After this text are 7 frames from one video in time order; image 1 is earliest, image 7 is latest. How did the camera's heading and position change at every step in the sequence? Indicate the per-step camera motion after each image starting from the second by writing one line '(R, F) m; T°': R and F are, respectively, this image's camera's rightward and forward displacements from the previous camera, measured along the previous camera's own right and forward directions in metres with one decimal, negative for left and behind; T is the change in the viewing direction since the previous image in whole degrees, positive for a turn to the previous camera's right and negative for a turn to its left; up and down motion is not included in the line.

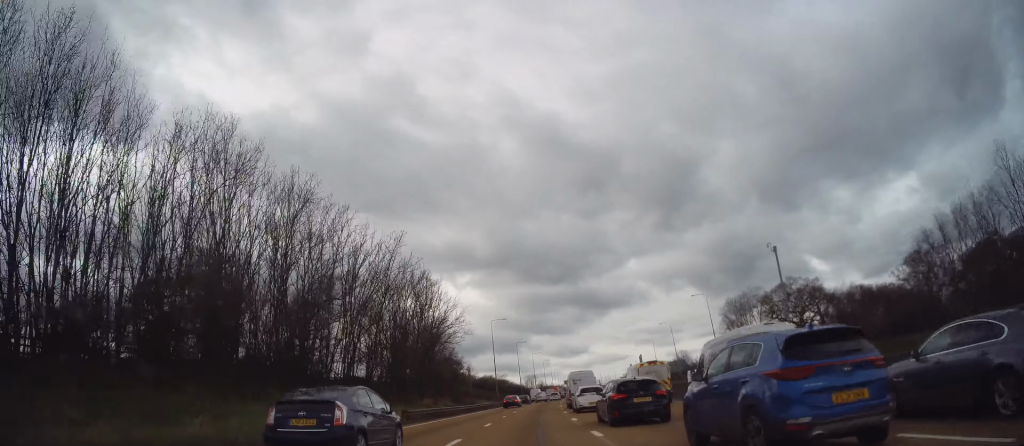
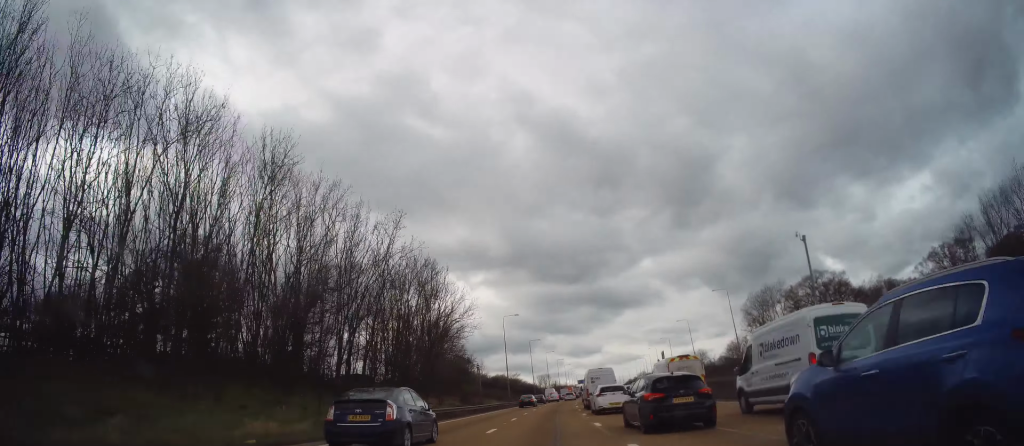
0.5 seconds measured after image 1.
(+0.2, +4.2) m; 0°
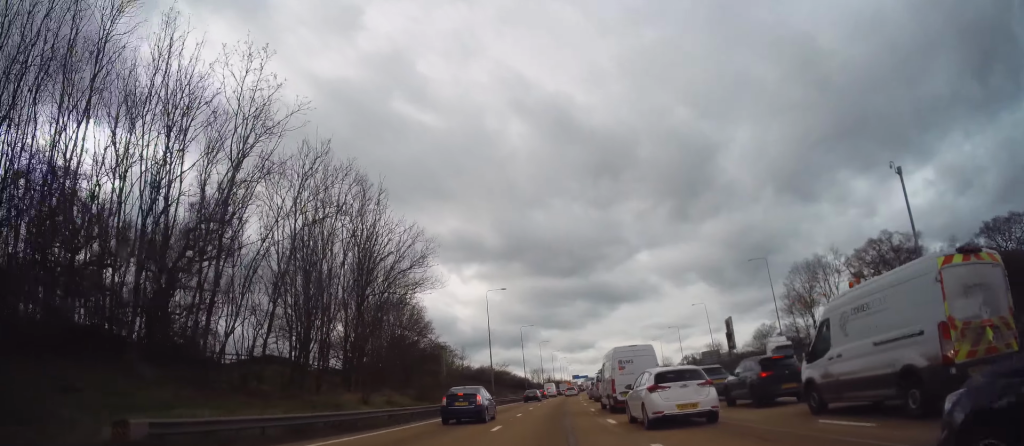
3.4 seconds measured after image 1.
(-0.7, +17.6) m; 0°
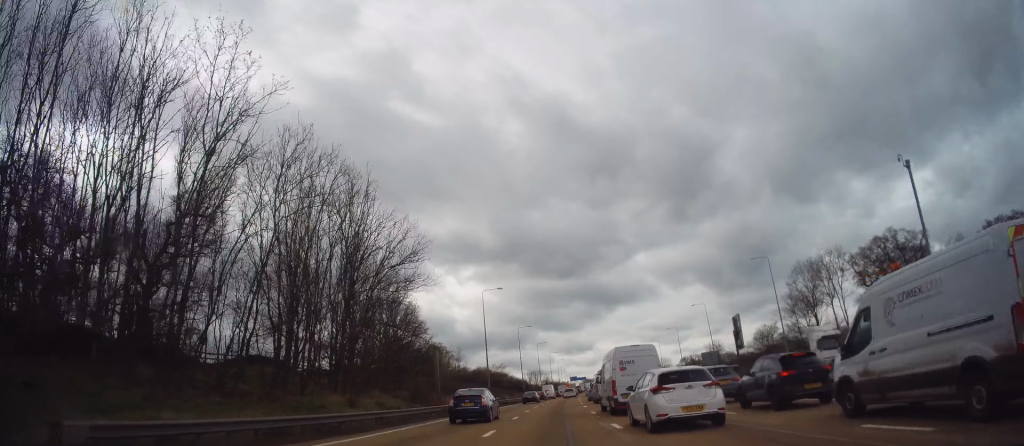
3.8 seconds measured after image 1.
(+0.2, +1.6) m; +2°
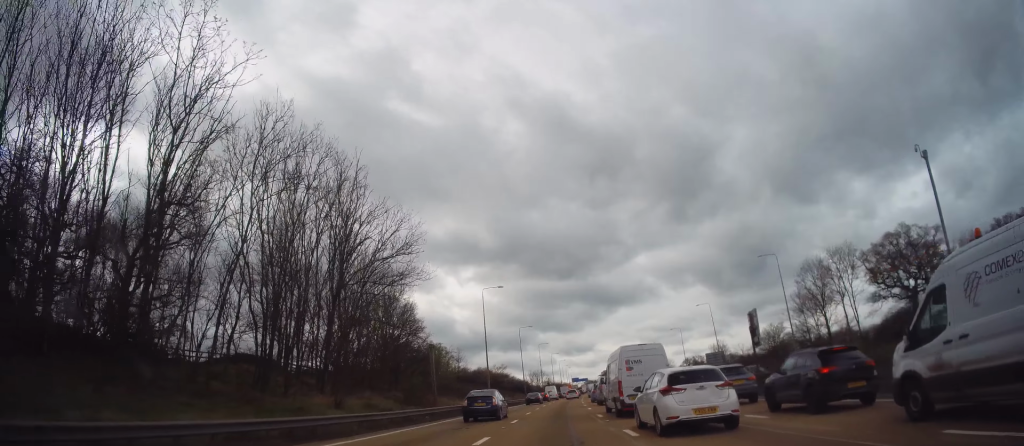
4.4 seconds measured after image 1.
(0.0, +2.3) m; -1°
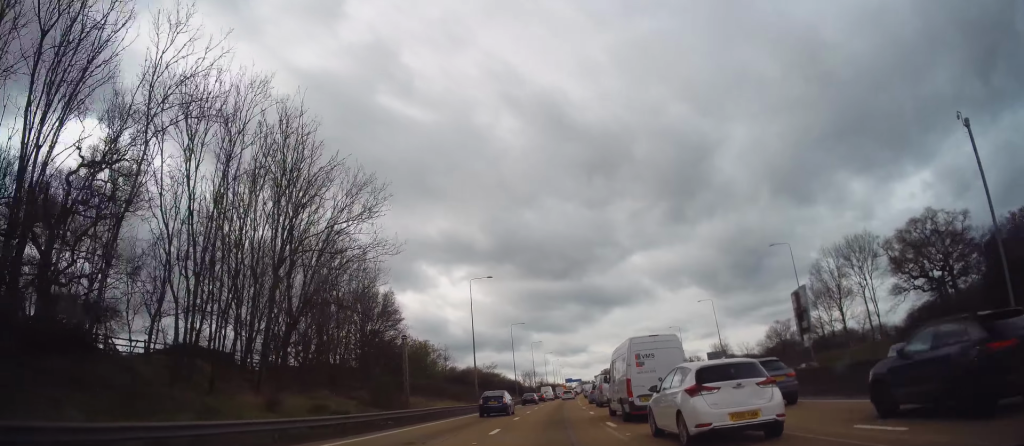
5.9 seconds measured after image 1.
(-0.5, +6.2) m; -5°
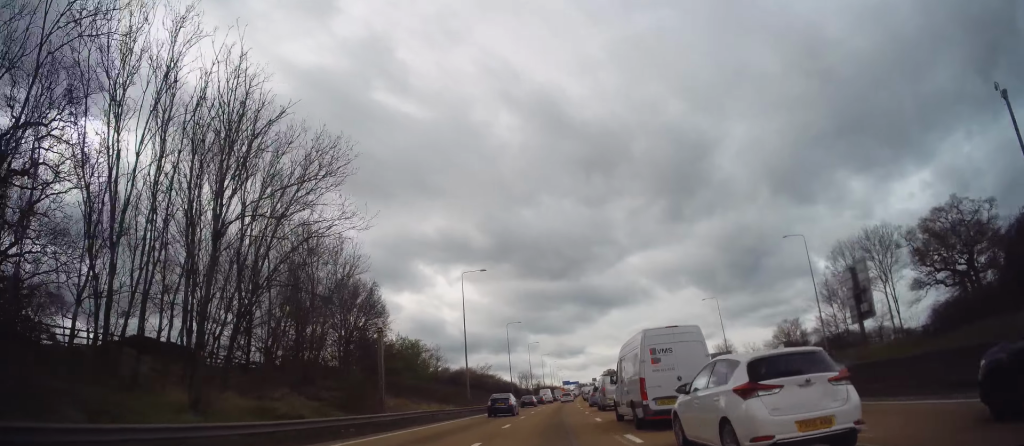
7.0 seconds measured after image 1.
(+0.1, +4.7) m; -1°
